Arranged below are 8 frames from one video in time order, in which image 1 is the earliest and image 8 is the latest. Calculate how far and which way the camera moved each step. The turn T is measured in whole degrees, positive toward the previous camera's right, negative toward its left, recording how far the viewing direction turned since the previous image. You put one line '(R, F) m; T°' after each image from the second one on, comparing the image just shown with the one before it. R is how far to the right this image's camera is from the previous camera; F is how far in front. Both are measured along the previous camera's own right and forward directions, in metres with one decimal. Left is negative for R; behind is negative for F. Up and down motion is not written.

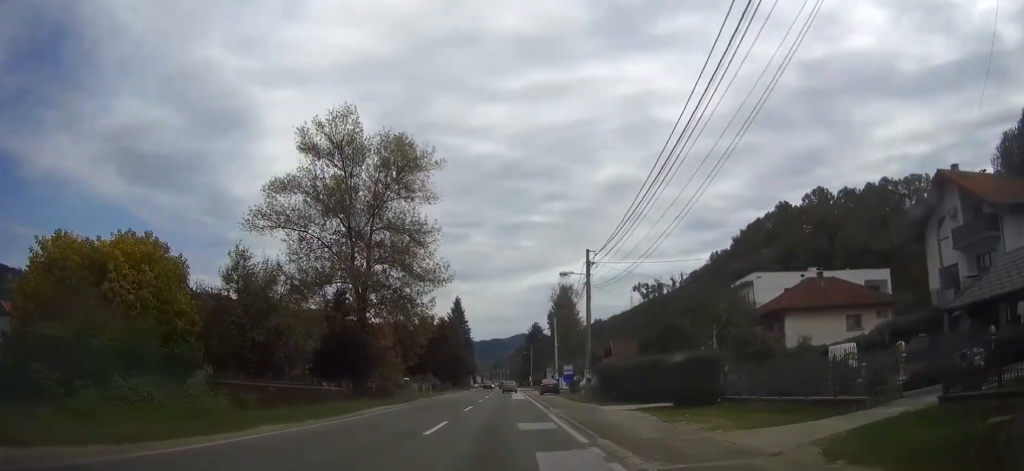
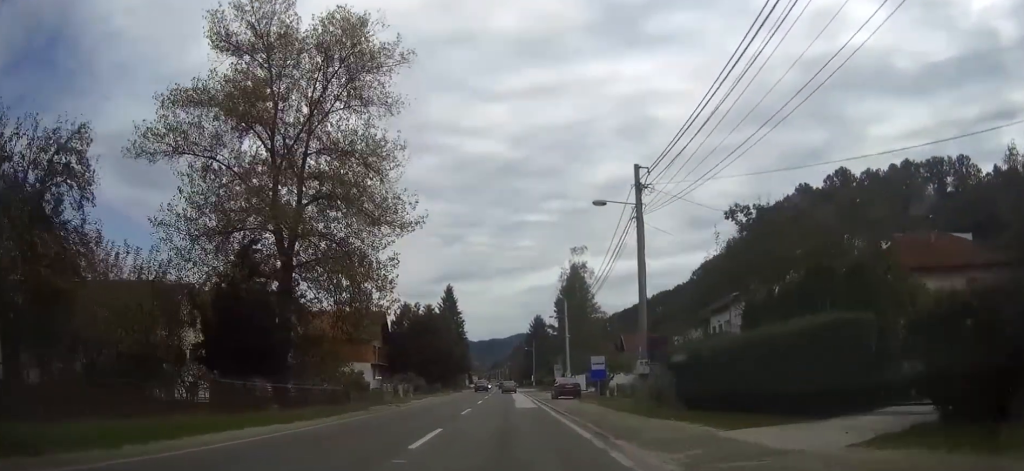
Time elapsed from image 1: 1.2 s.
(-0.2, +18.0) m; 0°
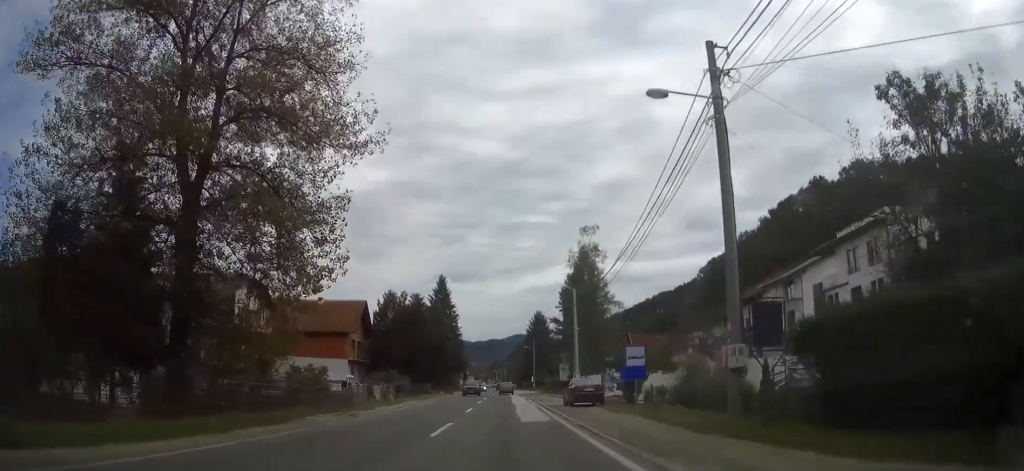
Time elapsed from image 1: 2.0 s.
(+0.1, +11.2) m; 0°
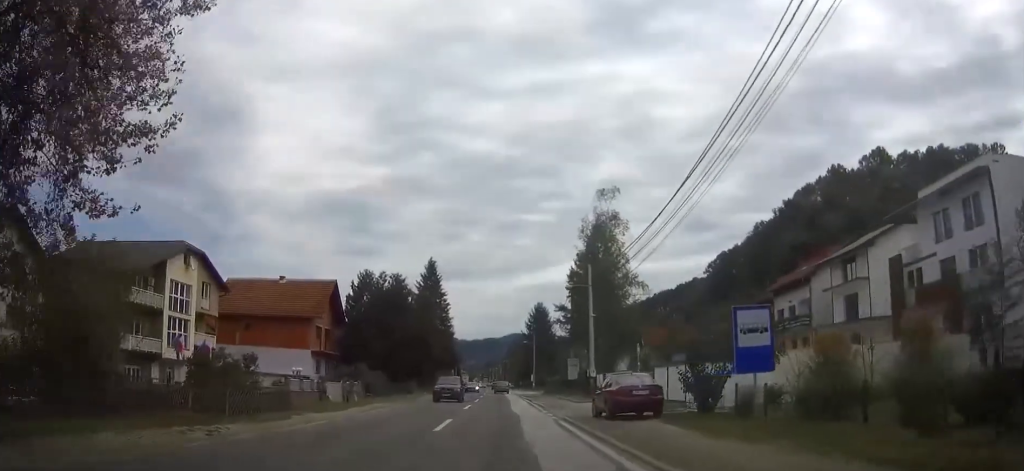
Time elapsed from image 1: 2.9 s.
(0.0, +13.2) m; 0°
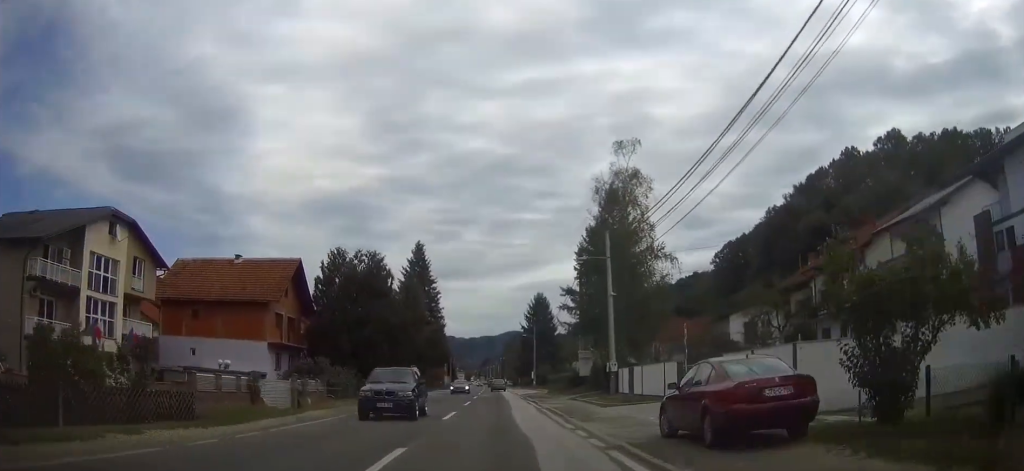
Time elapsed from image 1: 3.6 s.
(+0.1, +10.7) m; 0°
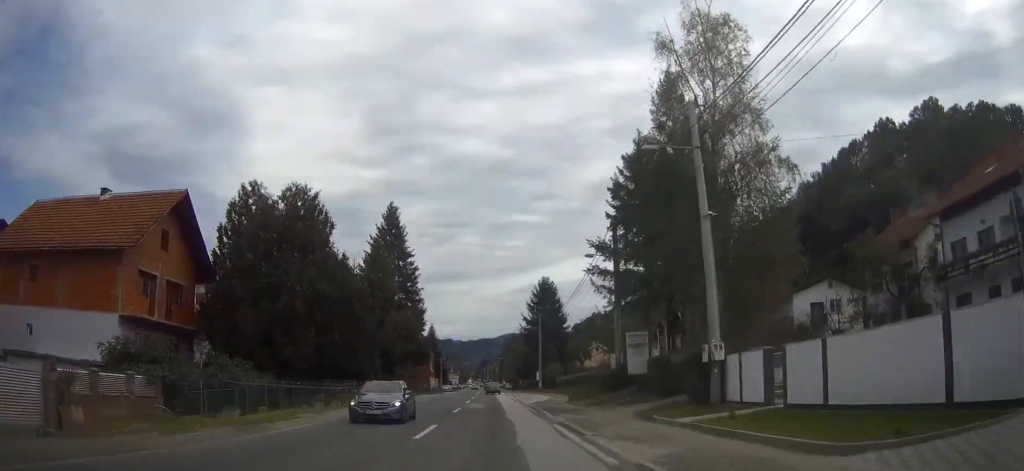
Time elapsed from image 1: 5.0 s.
(-0.1, +20.3) m; 0°
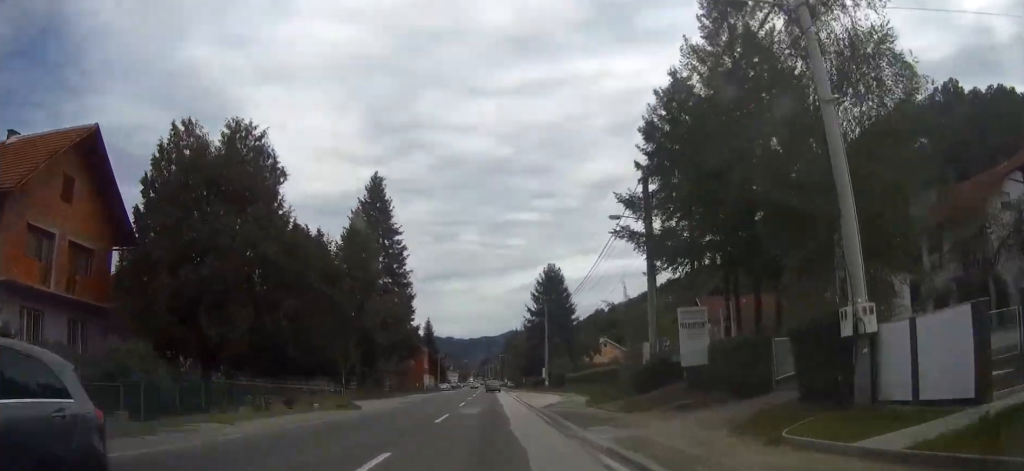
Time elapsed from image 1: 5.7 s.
(+0.1, +9.2) m; 0°
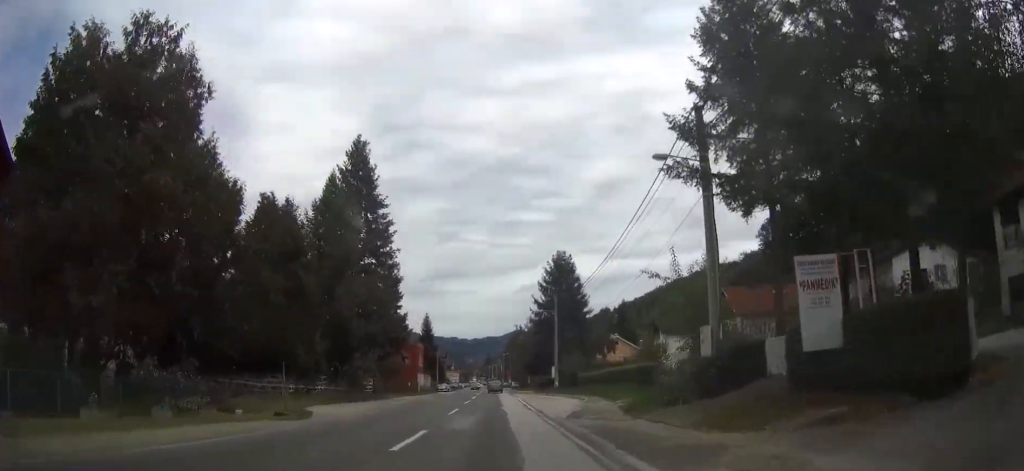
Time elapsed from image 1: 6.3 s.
(0.0, +8.7) m; 0°
